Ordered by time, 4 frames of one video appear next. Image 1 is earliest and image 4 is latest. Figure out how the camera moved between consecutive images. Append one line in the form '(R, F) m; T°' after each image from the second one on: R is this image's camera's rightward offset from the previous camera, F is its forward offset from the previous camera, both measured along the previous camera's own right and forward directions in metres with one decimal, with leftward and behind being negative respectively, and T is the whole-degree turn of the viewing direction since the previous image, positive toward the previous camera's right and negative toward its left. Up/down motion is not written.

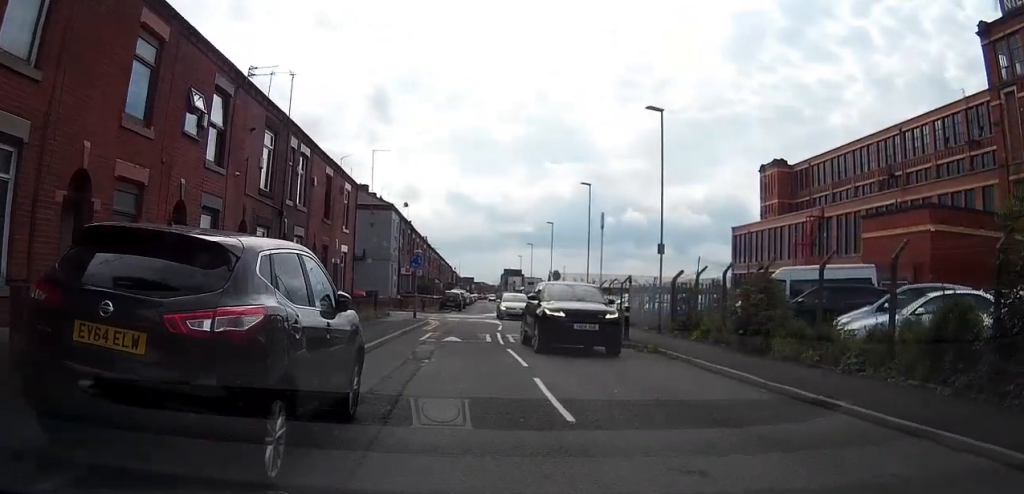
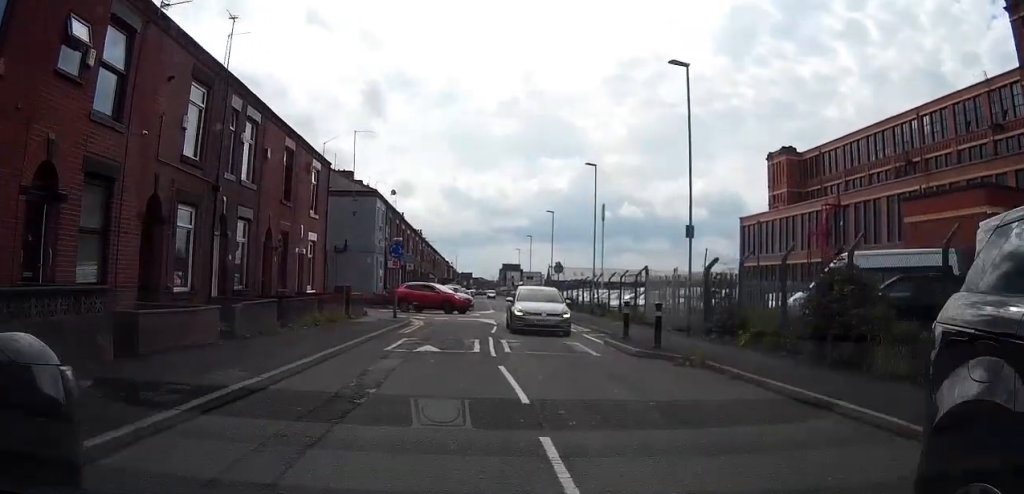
(+0.4, +2.4) m; +1°
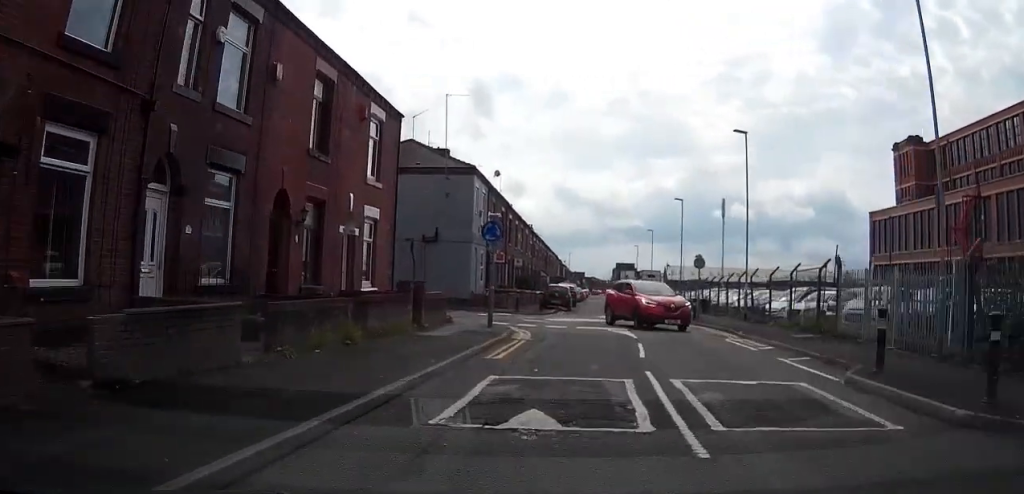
(-0.1, +4.2) m; -2°
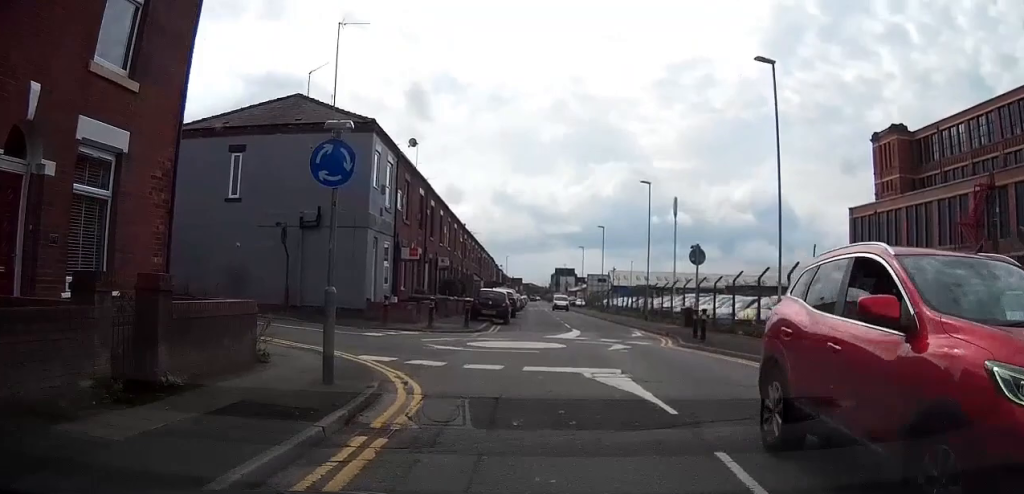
(-0.2, +8.2) m; -6°
